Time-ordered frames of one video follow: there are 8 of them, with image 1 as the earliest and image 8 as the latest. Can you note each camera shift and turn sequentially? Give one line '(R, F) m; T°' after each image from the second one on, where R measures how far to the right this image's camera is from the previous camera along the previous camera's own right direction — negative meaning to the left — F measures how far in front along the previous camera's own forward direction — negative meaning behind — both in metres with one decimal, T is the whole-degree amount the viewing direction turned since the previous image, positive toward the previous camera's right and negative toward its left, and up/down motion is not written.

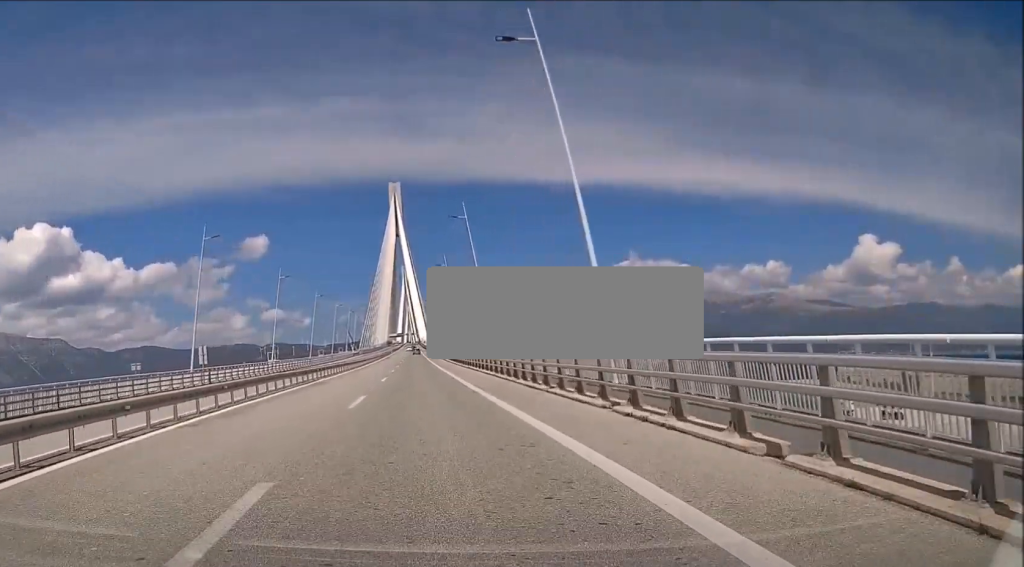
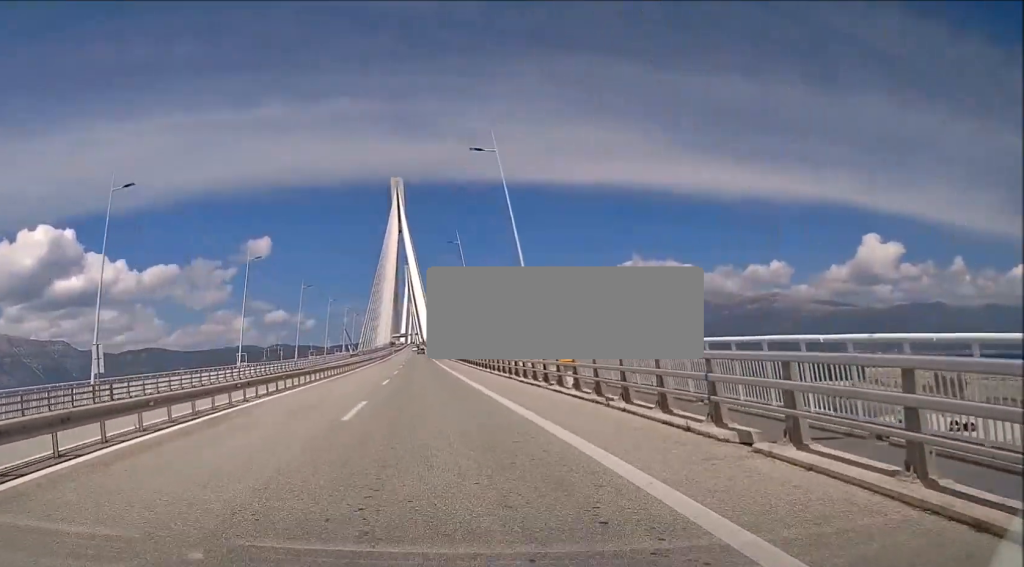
(0.0, +21.0) m; 0°
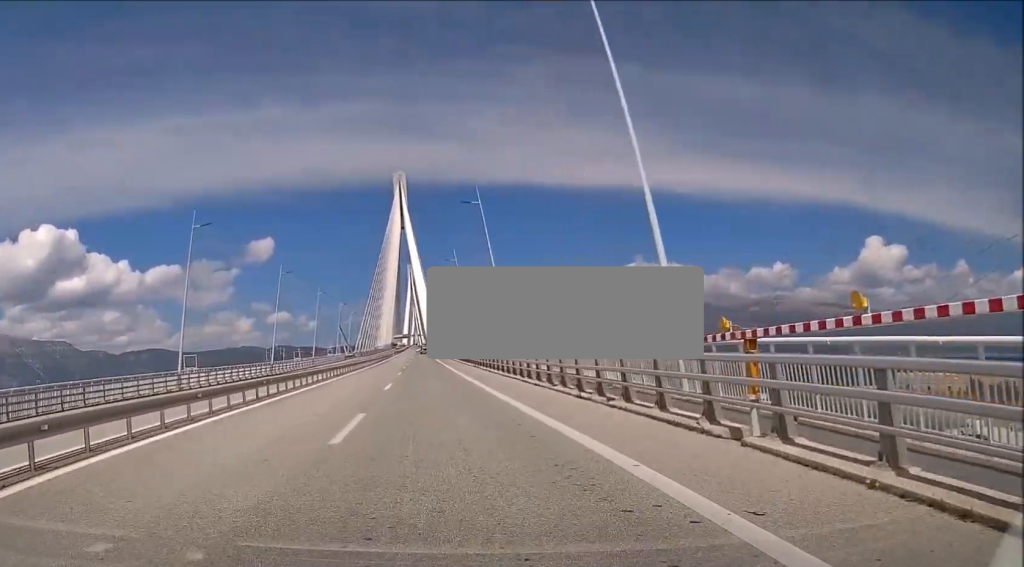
(+0.1, +21.0) m; 0°
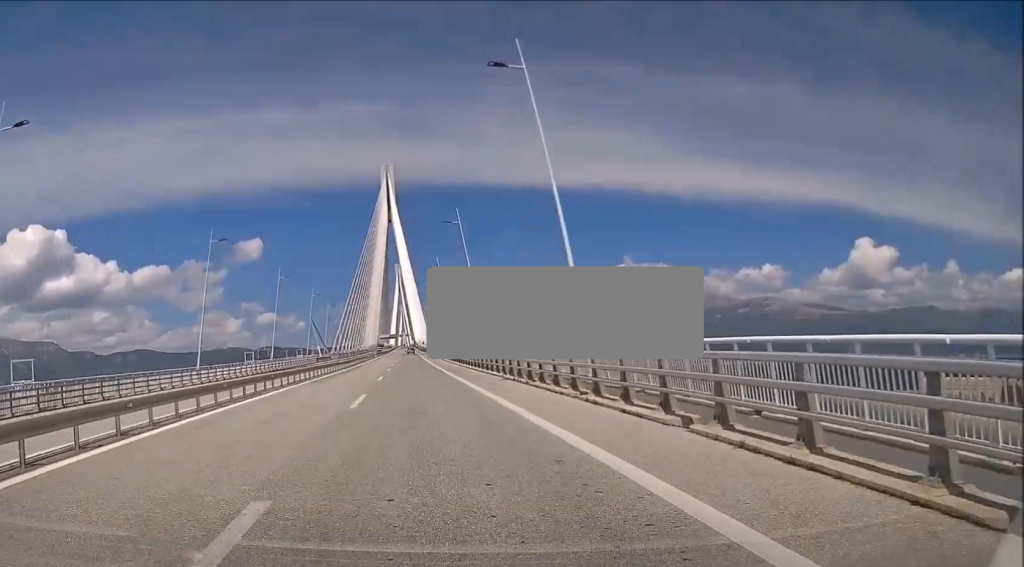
(-0.1, +28.2) m; 0°
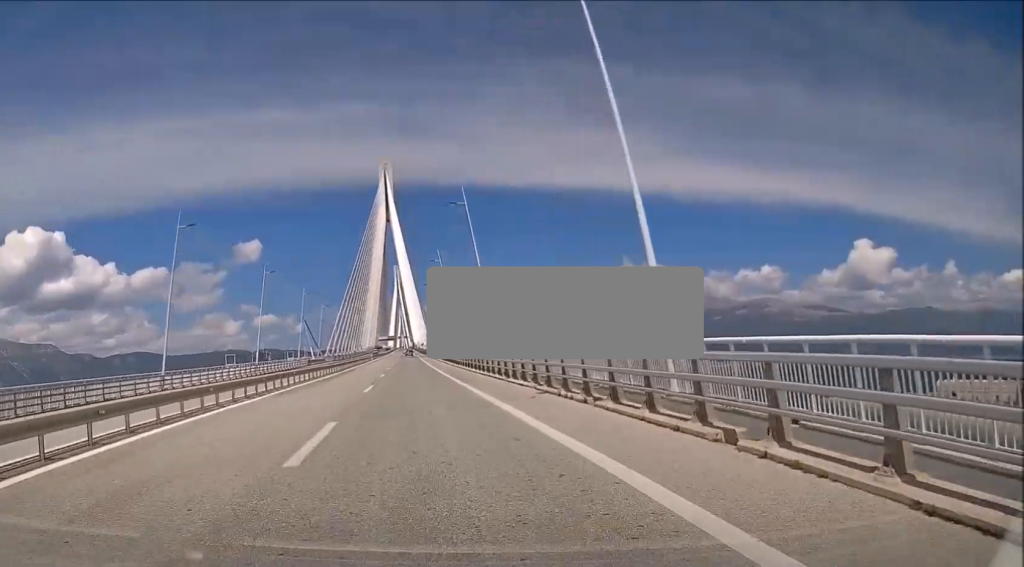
(0.0, +9.4) m; 0°
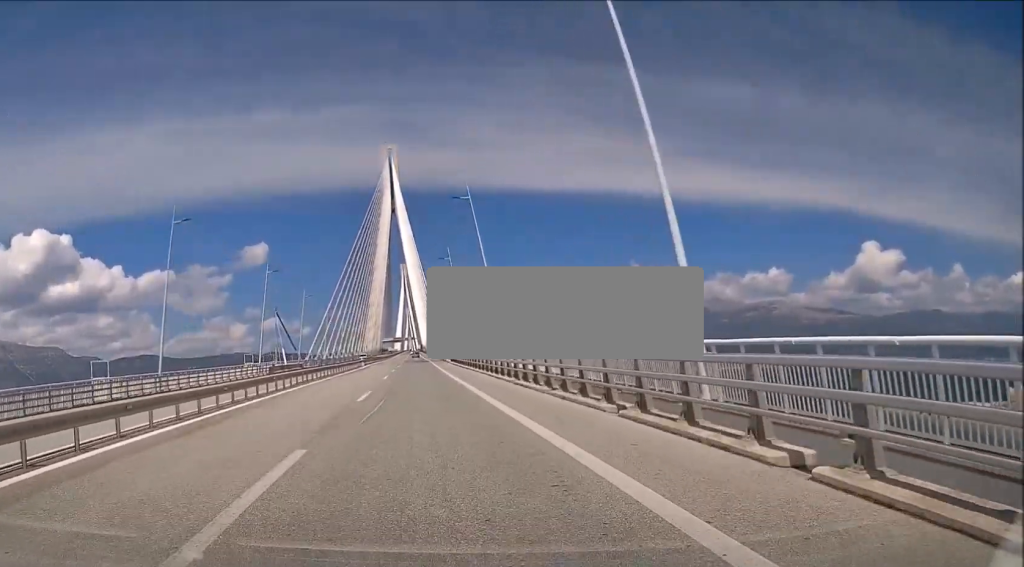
(+0.1, +39.7) m; 0°
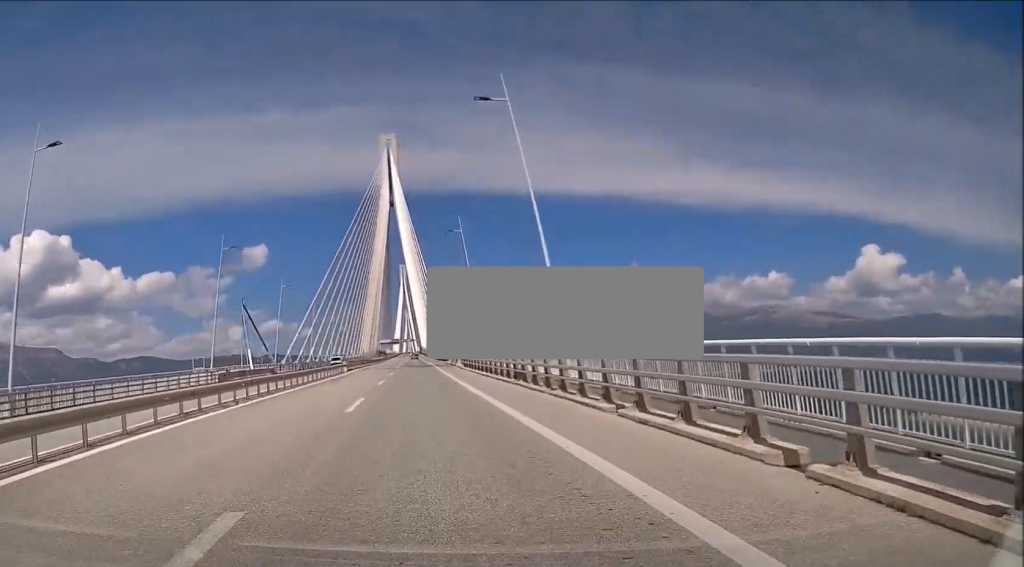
(0.0, +21.9) m; 0°
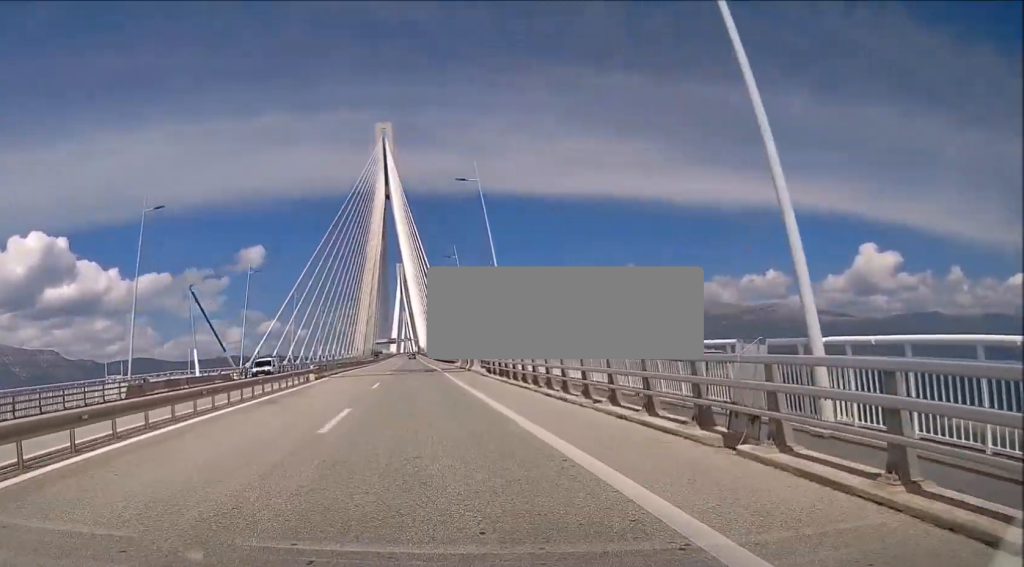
(0.0, +20.4) m; 0°
